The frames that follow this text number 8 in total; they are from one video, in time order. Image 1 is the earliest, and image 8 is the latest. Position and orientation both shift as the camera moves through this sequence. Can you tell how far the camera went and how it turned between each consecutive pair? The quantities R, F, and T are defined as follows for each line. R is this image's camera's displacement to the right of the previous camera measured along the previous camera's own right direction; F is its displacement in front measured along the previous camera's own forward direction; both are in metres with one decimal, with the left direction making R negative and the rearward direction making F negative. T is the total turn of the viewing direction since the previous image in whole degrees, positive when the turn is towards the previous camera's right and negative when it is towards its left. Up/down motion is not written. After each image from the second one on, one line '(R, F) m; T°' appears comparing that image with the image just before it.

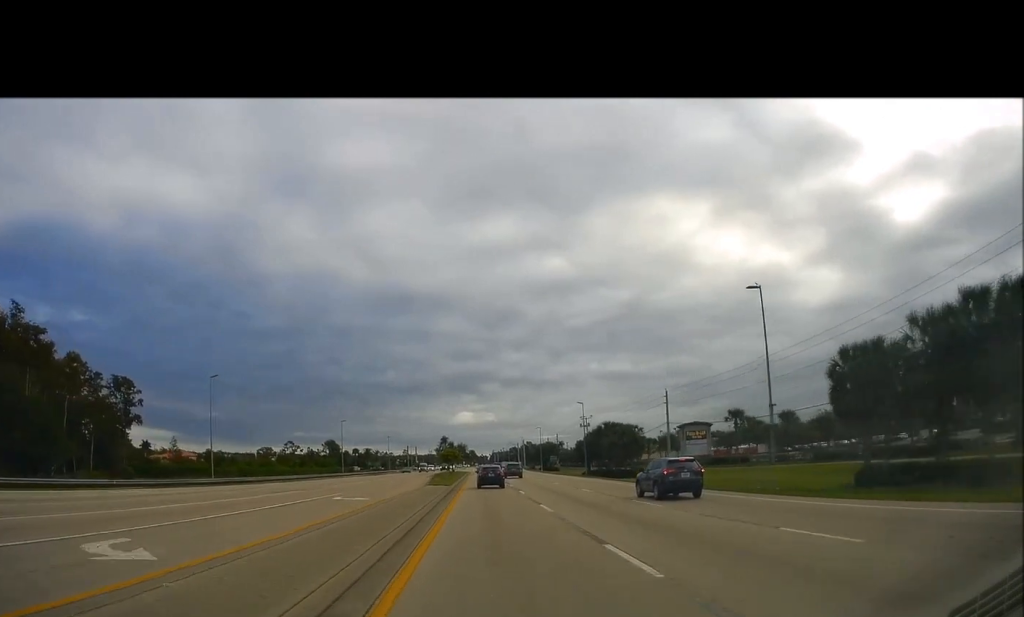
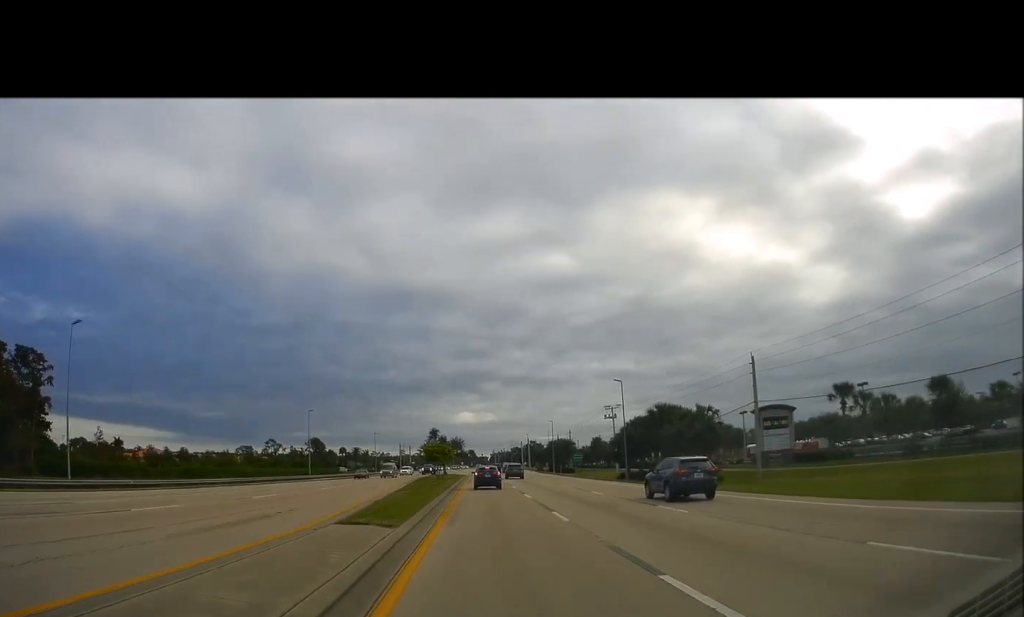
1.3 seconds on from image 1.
(0.0, +27.8) m; 0°
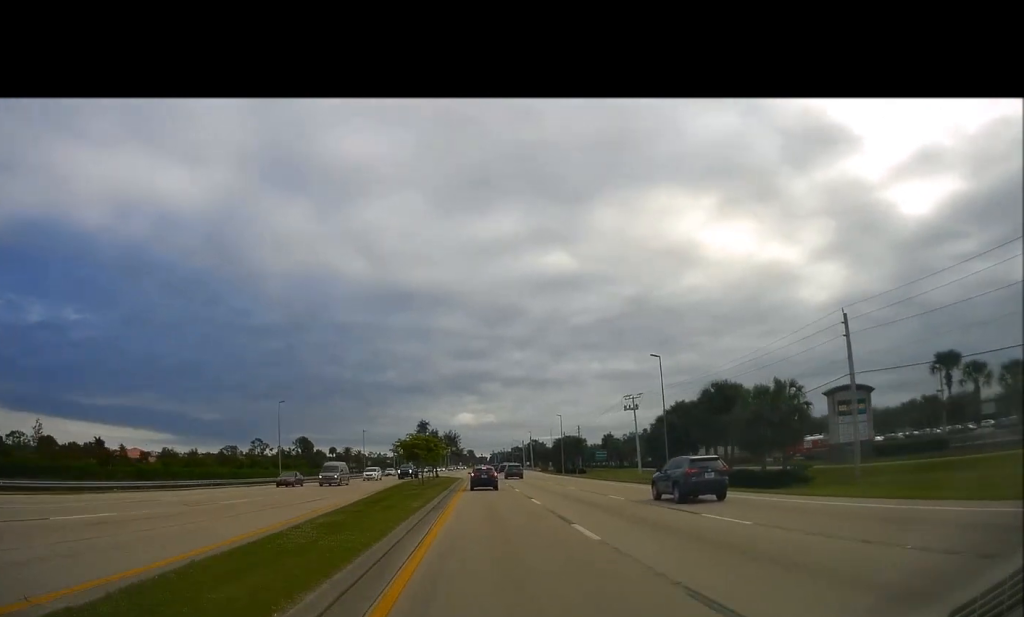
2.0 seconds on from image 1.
(0.0, +16.8) m; -1°
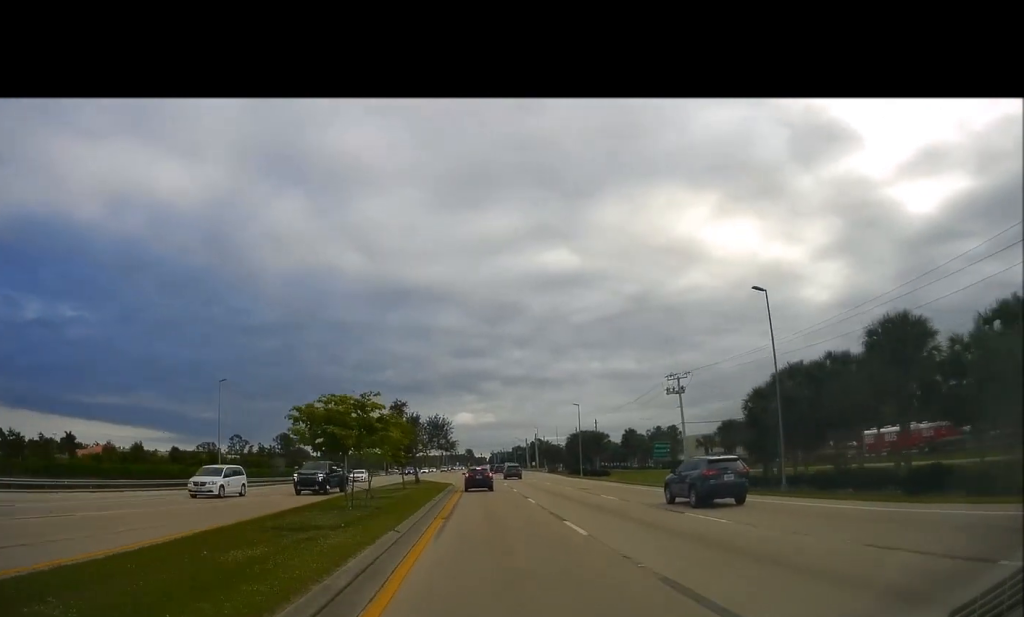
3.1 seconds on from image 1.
(-0.5, +23.3) m; 0°
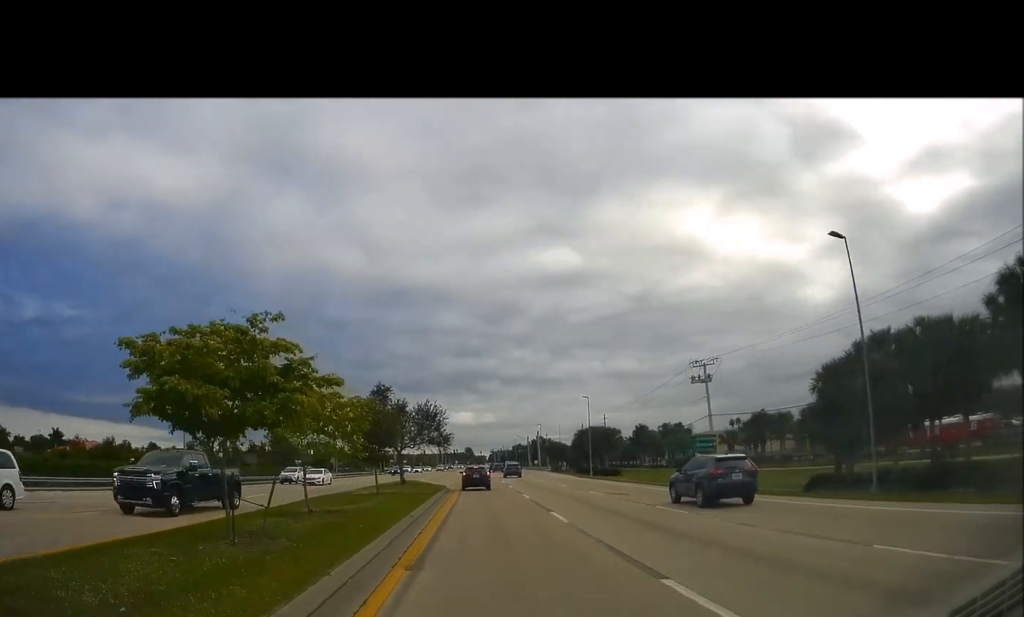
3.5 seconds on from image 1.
(+0.1, +9.4) m; 0°
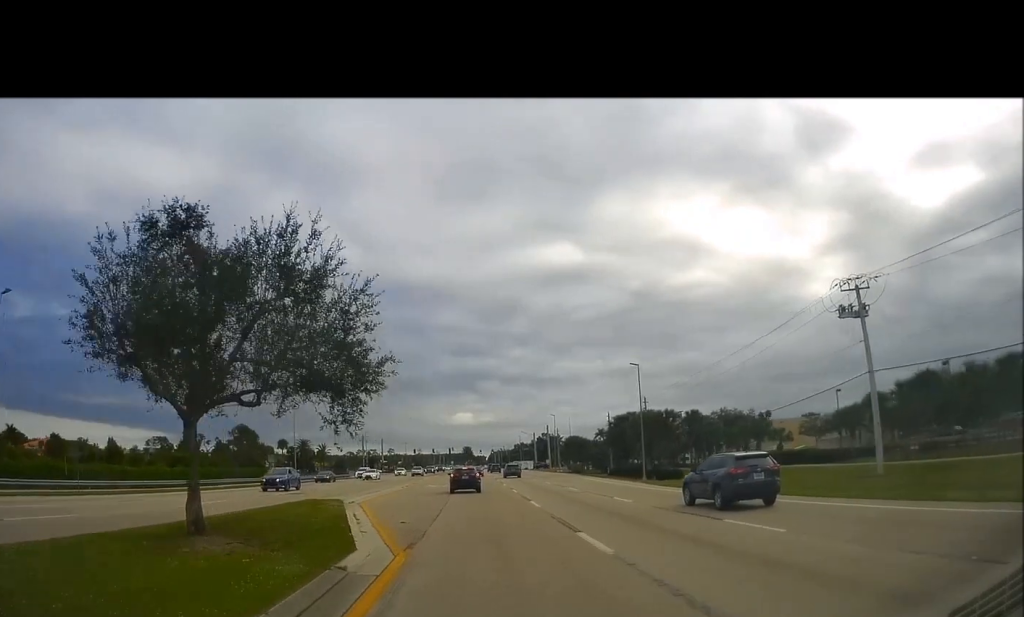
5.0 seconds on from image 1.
(+0.6, +31.1) m; 0°
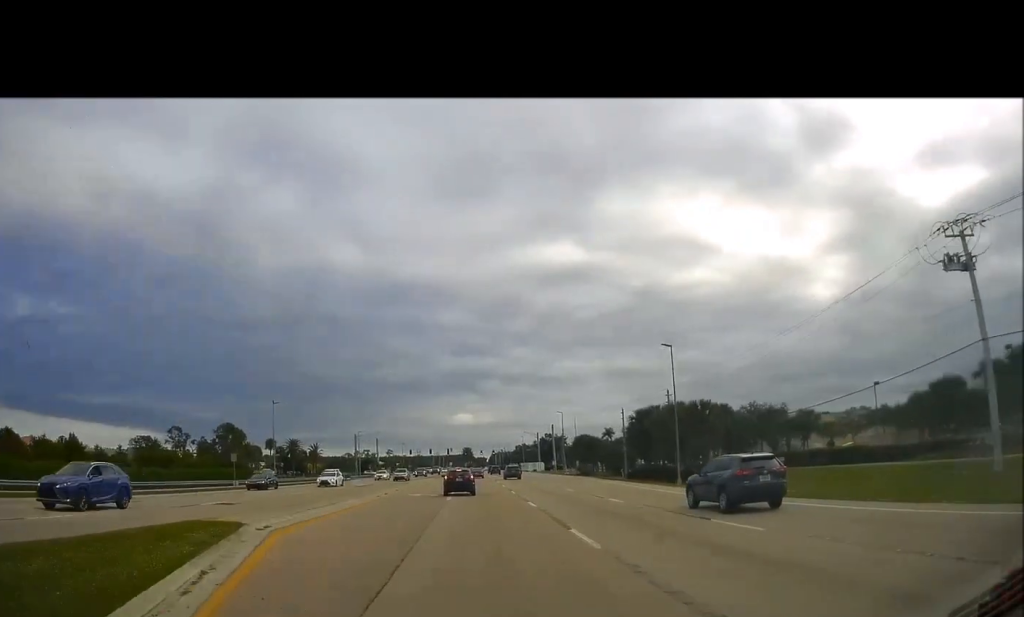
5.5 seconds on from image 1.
(-0.1, +11.4) m; 0°
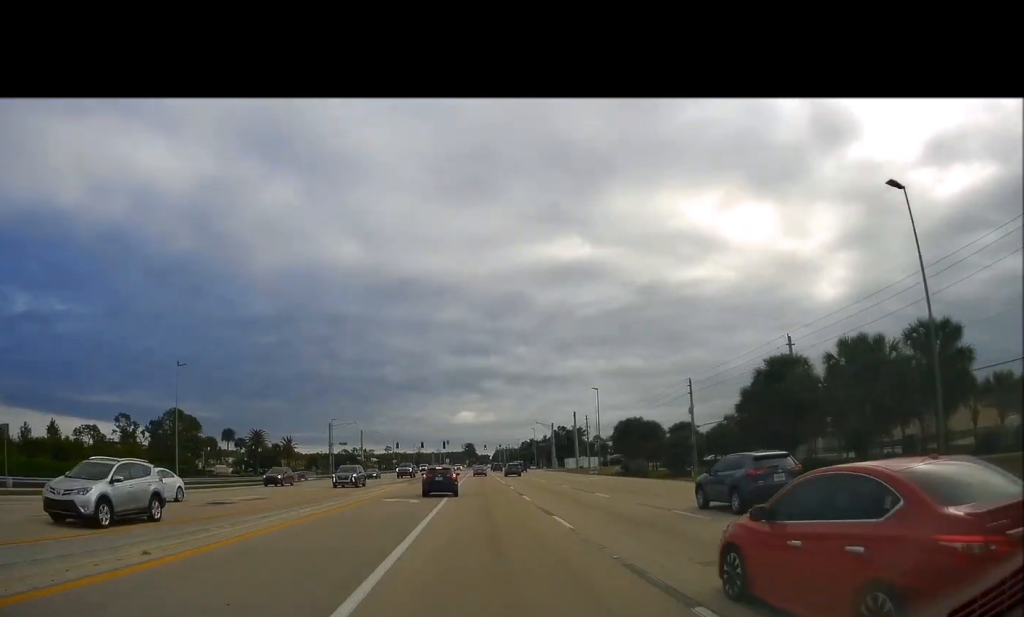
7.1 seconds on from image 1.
(0.0, +32.9) m; +1°
